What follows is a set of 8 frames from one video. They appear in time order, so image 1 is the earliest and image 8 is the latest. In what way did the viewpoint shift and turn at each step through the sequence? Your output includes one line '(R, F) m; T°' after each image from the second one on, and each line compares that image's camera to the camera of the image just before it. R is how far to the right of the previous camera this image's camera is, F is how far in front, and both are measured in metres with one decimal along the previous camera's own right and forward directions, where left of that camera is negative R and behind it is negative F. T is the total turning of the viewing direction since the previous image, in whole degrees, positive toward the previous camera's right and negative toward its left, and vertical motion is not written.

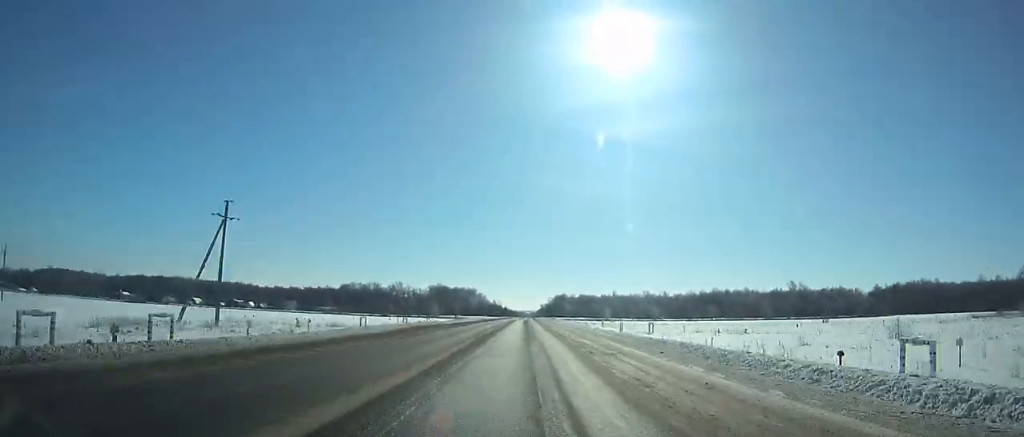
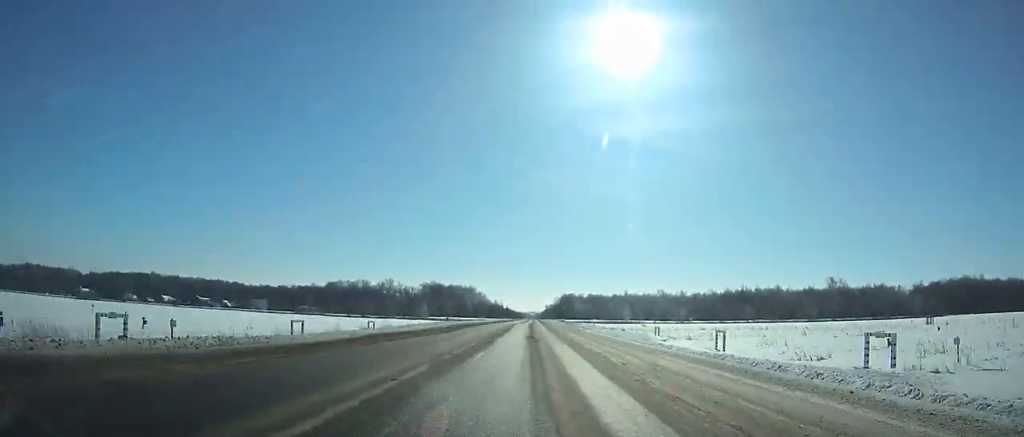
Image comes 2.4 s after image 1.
(0.0, +50.6) m; 0°
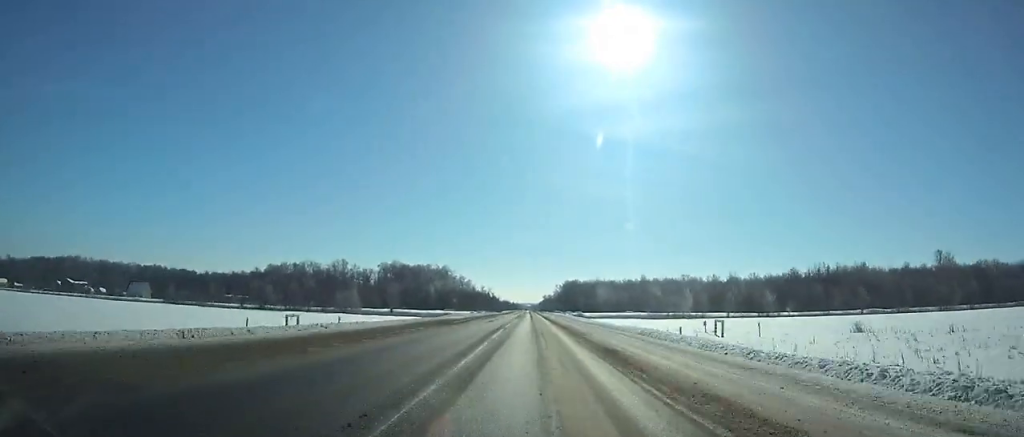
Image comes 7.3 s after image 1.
(+0.2, +107.1) m; 0°
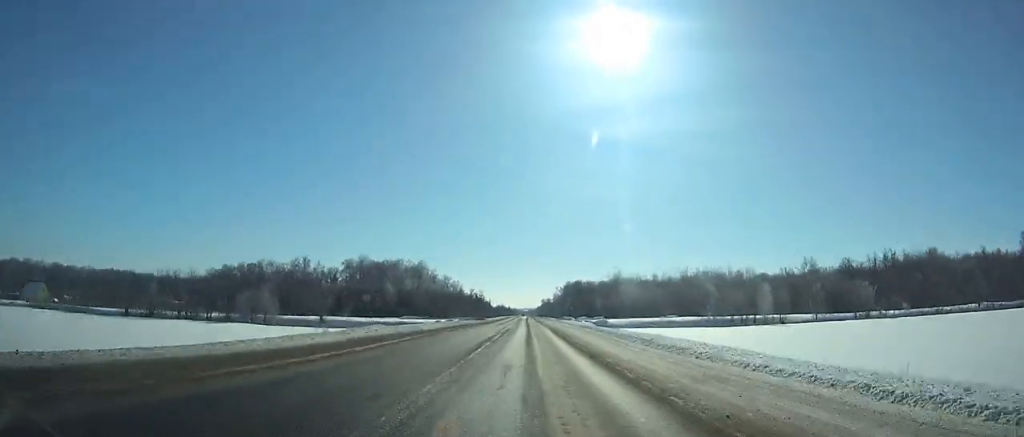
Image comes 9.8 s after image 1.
(+0.1, +55.9) m; 0°
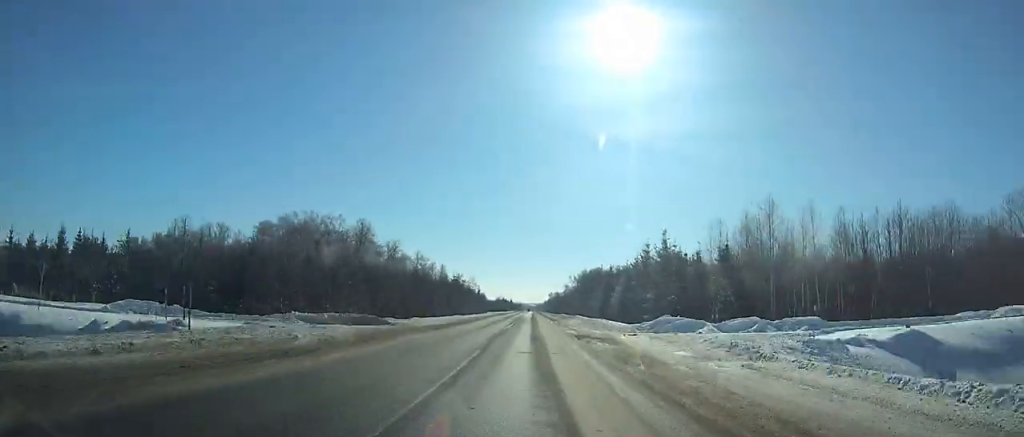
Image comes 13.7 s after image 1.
(-0.2, +88.2) m; 0°
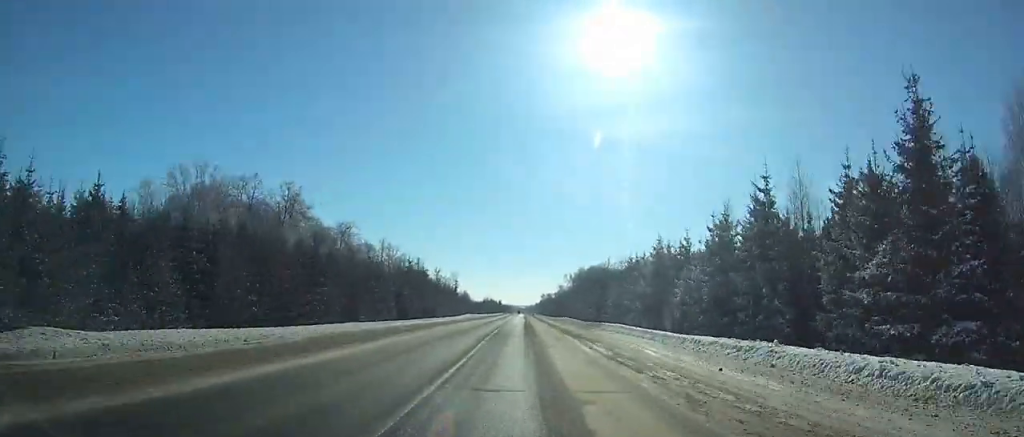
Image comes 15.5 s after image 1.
(0.0, +40.9) m; 0°
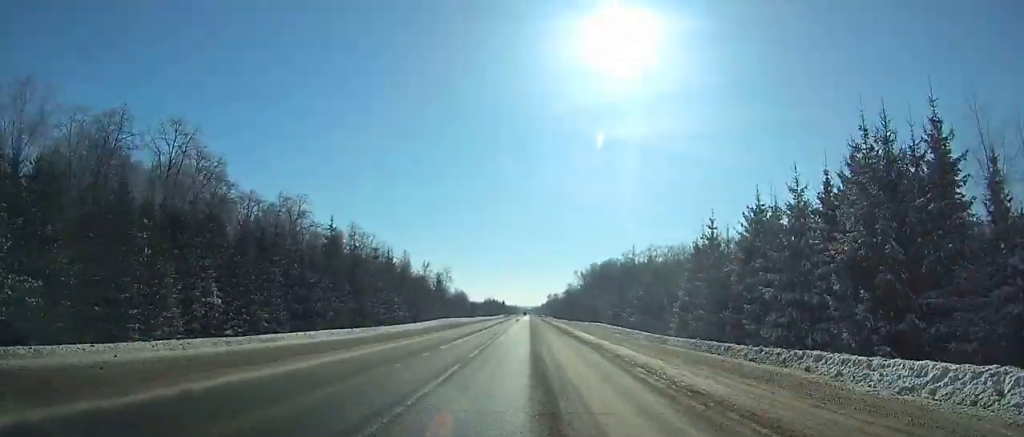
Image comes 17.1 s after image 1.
(+0.2, +36.4) m; 0°
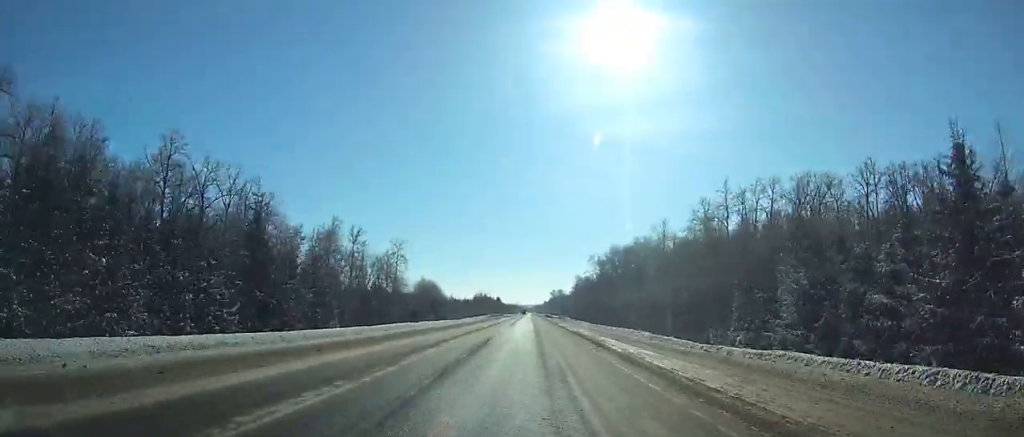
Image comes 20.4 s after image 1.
(-0.4, +74.9) m; 0°
